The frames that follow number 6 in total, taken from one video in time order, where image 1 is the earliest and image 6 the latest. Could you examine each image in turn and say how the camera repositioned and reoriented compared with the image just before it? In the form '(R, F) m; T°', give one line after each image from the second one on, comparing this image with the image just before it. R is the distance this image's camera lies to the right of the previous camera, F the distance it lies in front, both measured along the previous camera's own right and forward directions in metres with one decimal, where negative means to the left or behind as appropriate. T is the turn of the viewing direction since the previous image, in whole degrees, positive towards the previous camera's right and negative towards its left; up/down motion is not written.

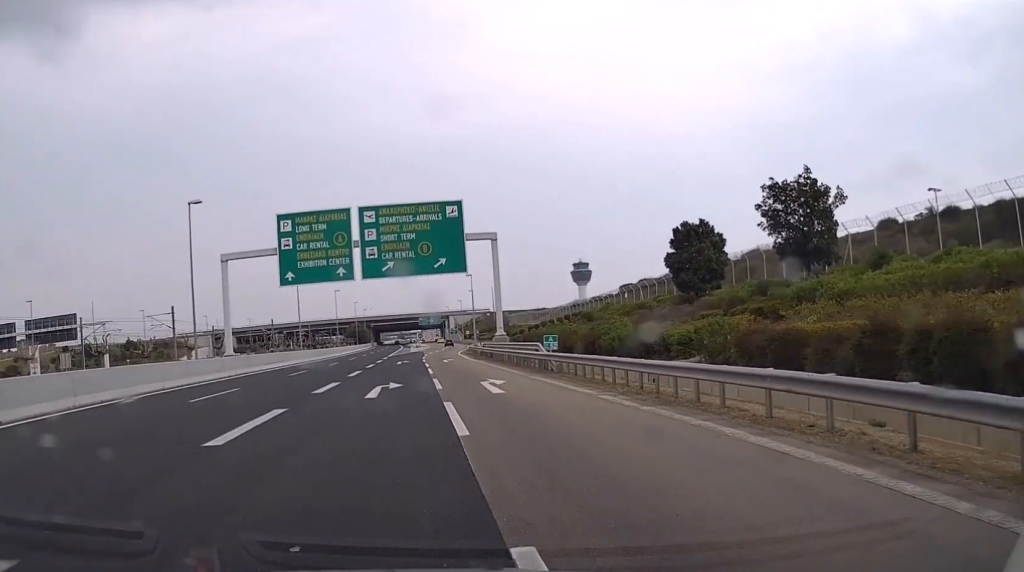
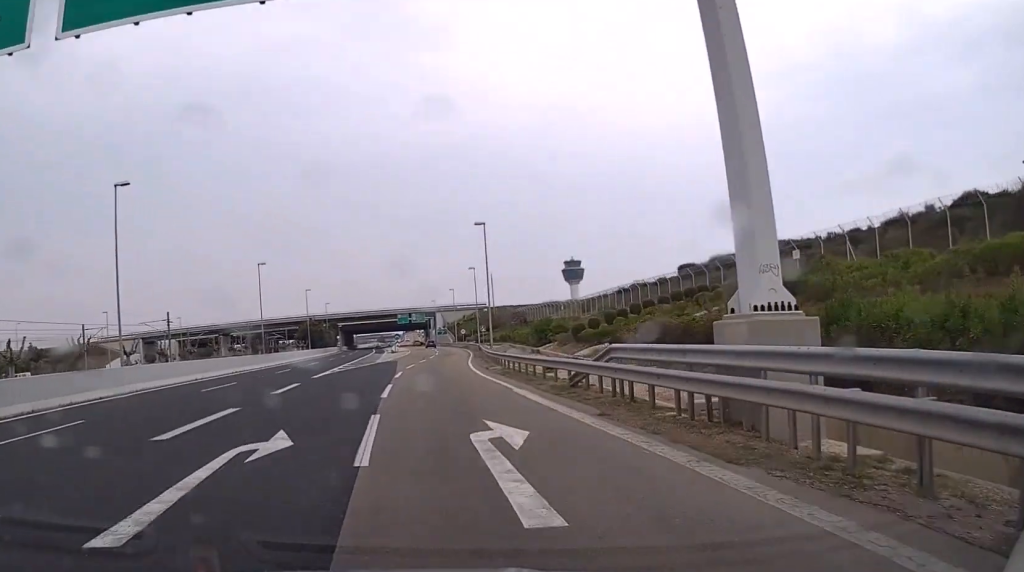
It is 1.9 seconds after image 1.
(+0.3, +46.7) m; +1°
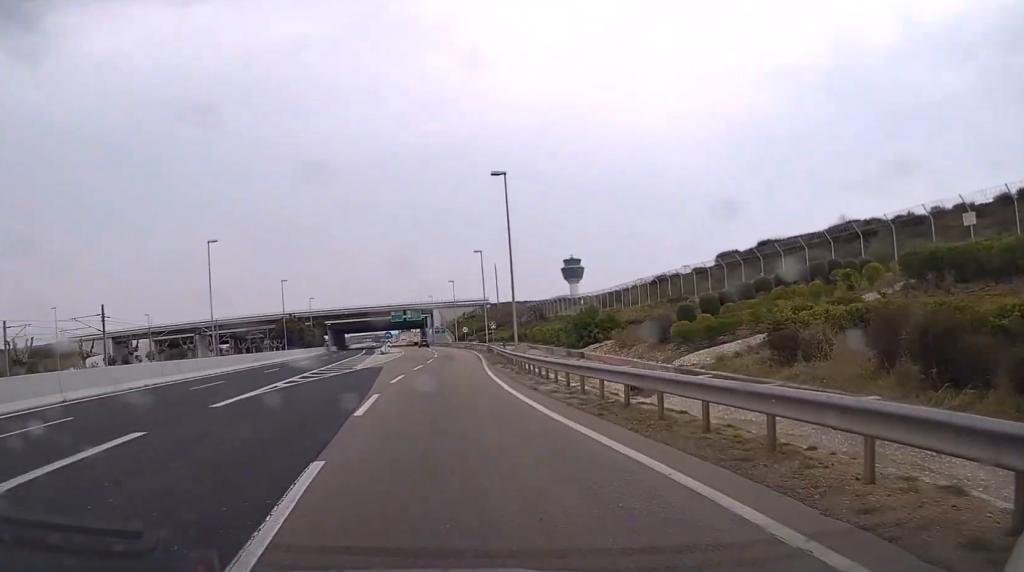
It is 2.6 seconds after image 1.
(+0.2, +17.5) m; 0°
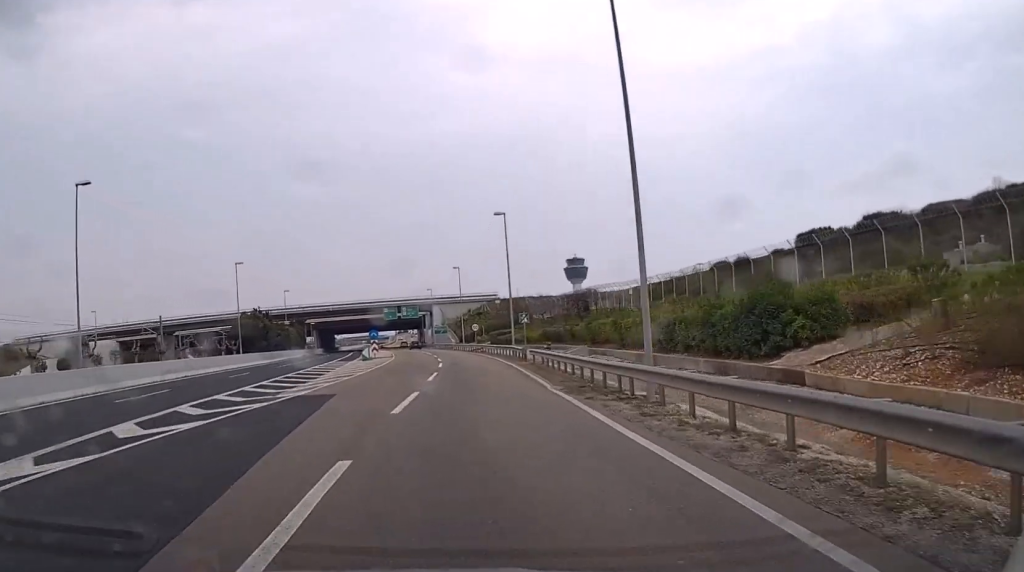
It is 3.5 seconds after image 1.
(-0.1, +23.3) m; 0°
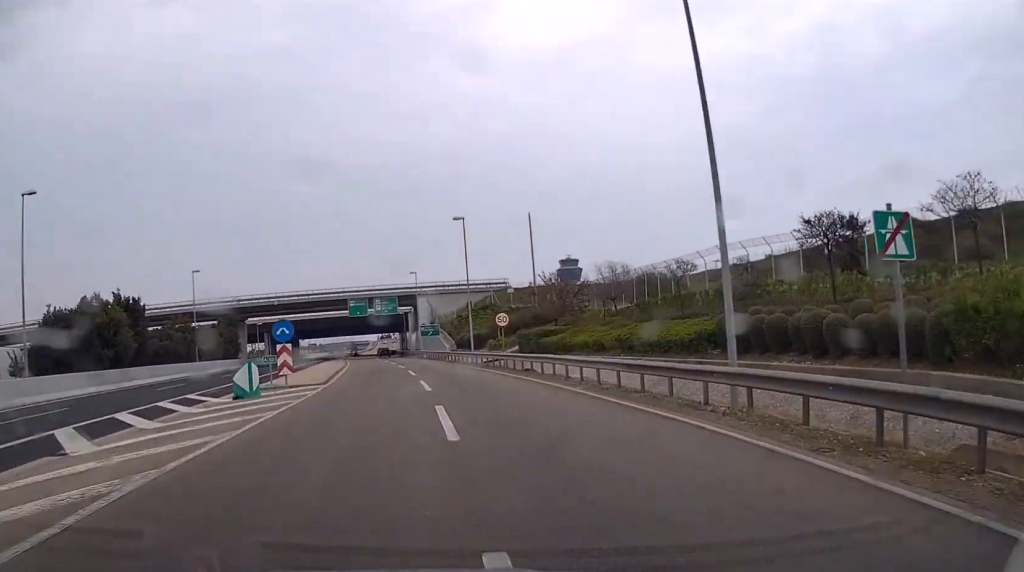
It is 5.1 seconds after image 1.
(+0.2, +39.8) m; 0°
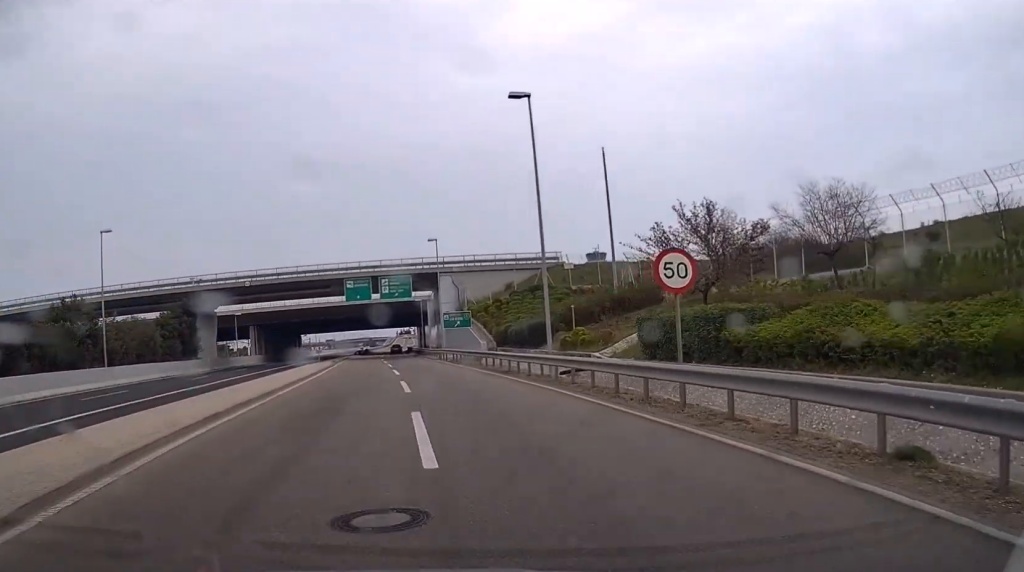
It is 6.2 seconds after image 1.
(-0.1, +26.5) m; -1°
